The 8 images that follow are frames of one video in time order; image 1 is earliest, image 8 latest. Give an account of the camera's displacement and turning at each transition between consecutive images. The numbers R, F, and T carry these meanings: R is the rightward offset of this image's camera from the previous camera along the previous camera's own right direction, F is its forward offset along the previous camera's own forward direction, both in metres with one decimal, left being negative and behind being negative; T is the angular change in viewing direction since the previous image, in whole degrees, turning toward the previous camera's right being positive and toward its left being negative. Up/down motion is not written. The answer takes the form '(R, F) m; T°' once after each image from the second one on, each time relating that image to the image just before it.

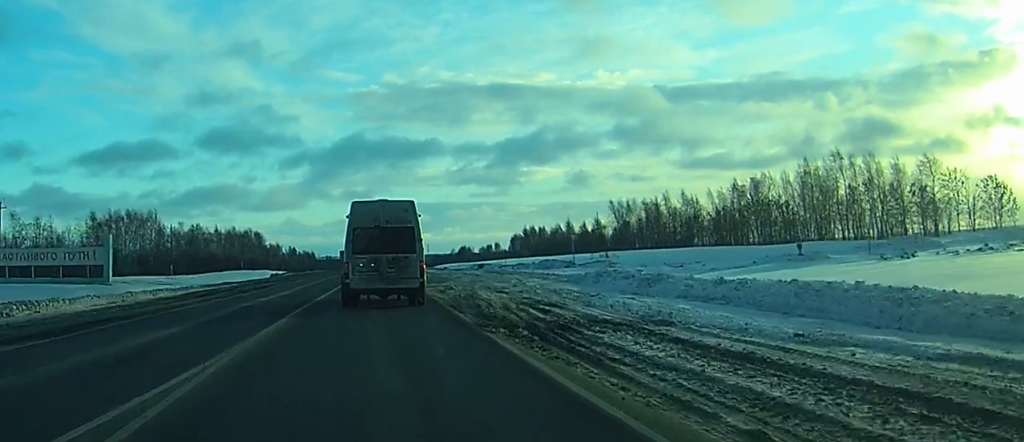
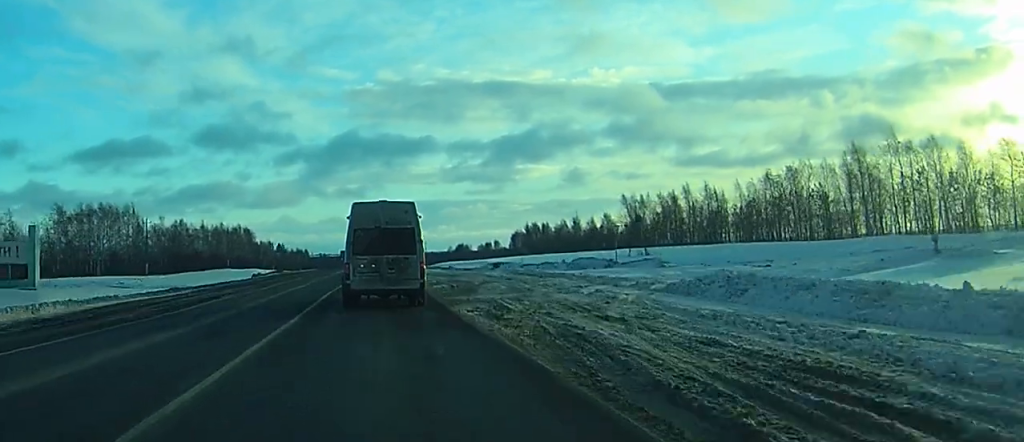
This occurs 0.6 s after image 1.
(0.0, +14.2) m; 0°
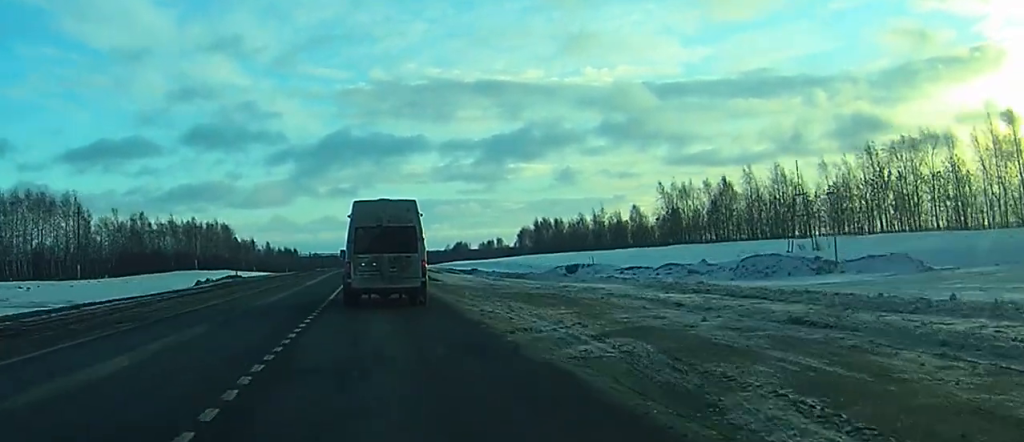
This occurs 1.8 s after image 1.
(0.0, +30.3) m; 0°
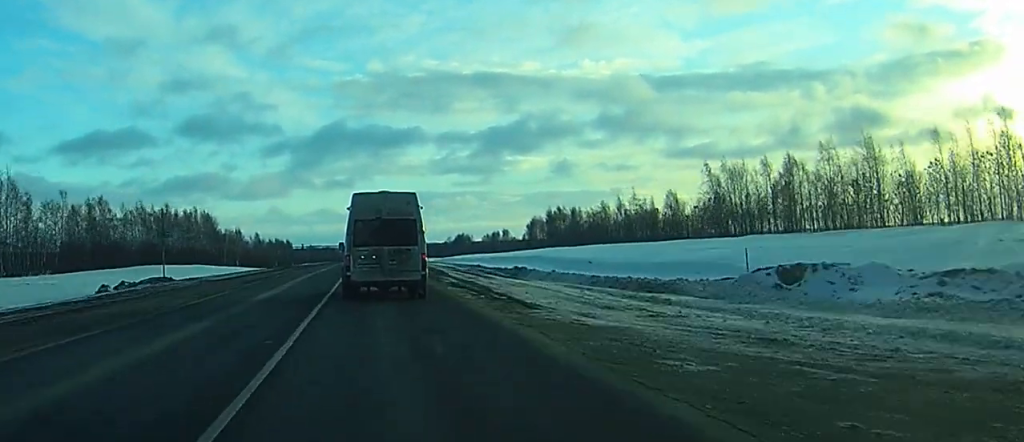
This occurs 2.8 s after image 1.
(0.0, +25.5) m; 0°
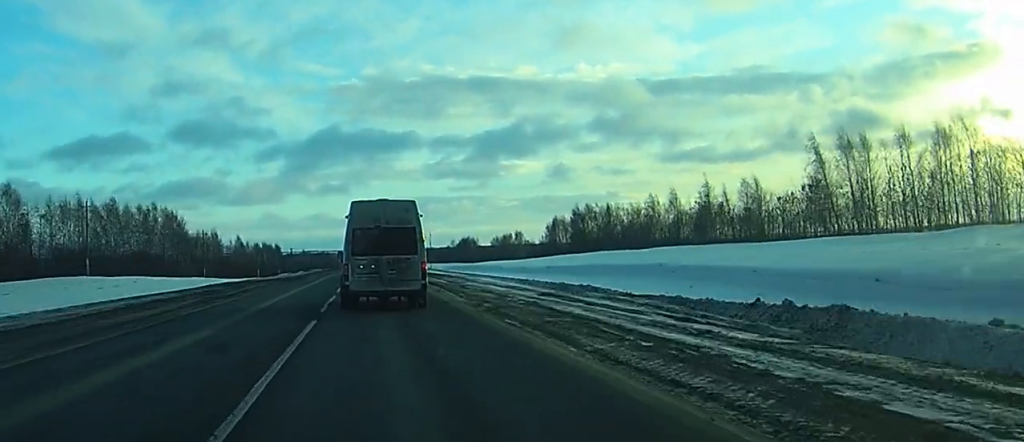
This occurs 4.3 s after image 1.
(+0.2, +38.4) m; 0°
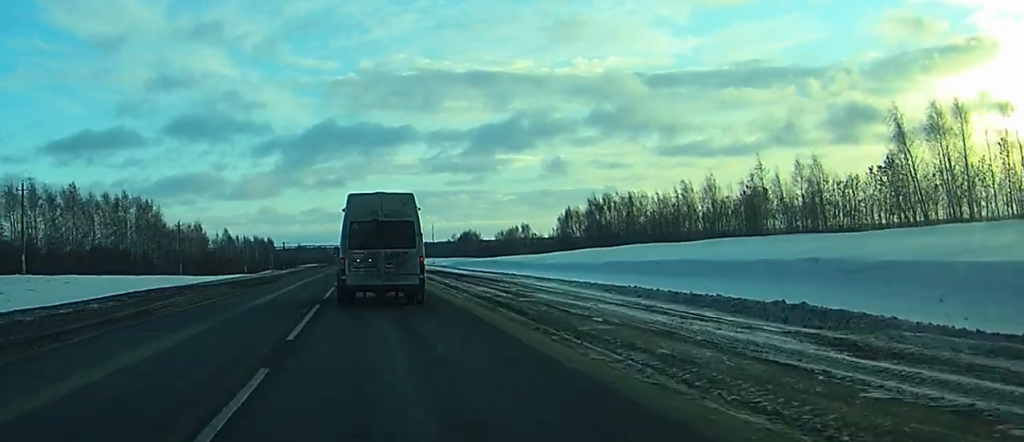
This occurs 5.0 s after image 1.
(+0.1, +19.7) m; 0°
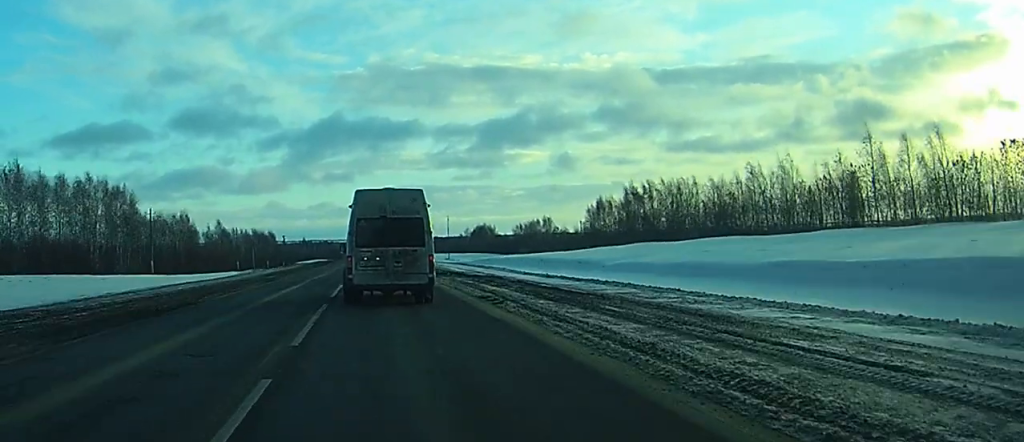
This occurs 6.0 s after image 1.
(0.0, +25.0) m; 0°
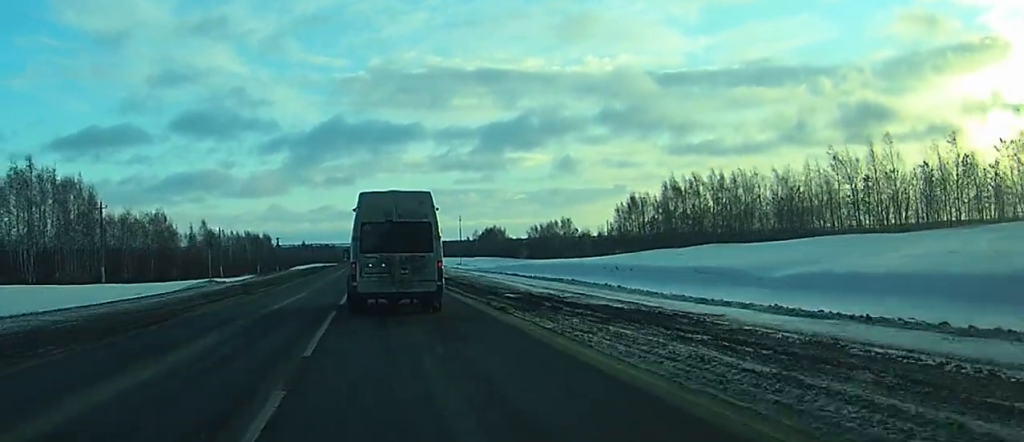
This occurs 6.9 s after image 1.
(0.0, +24.4) m; 0°
